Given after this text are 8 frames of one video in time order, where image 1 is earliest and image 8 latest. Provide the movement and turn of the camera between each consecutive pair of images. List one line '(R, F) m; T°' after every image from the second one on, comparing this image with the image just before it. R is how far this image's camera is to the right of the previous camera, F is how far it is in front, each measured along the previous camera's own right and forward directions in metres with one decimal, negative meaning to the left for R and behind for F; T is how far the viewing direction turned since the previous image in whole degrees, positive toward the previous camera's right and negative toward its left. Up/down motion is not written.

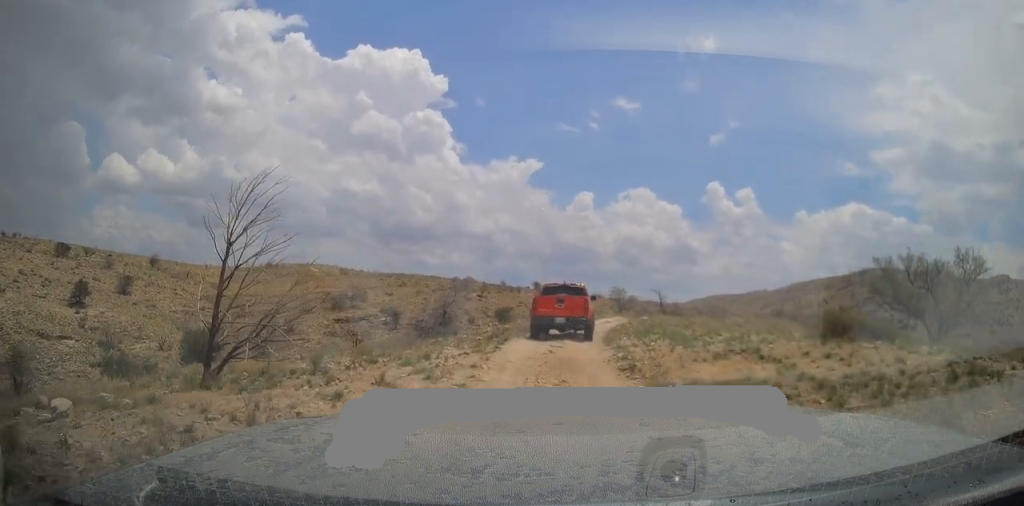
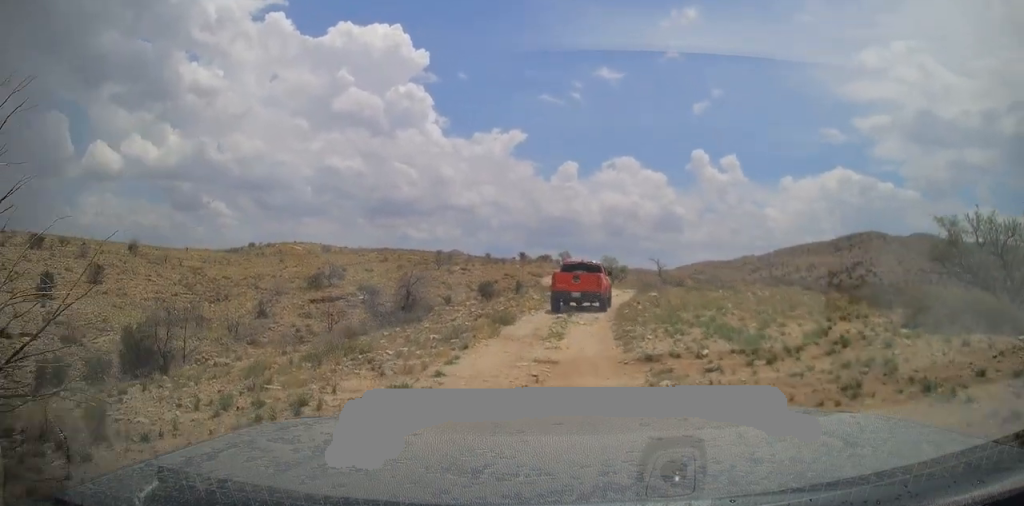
(-0.1, +6.3) m; 0°
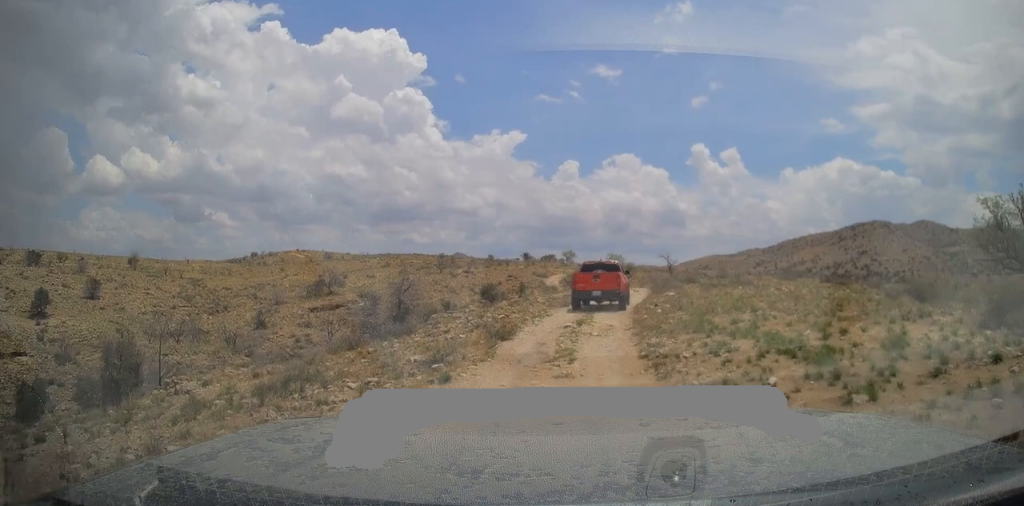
(0.0, +2.5) m; 0°
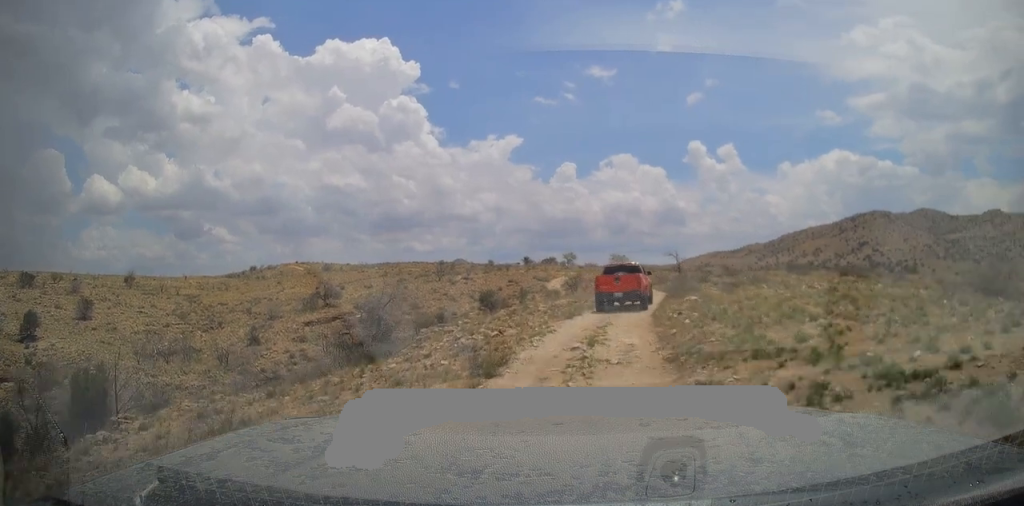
(-0.3, +3.3) m; +1°
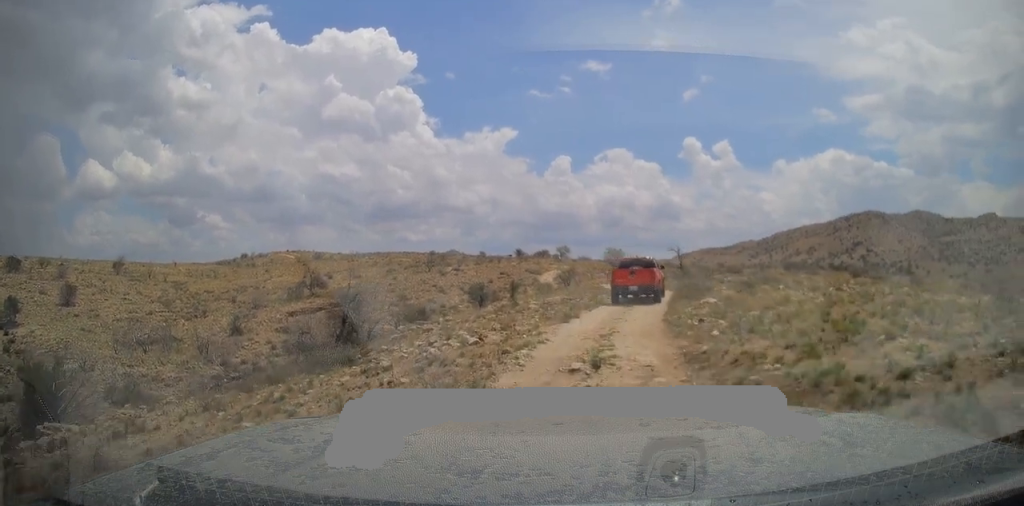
(+0.3, +3.0) m; +6°
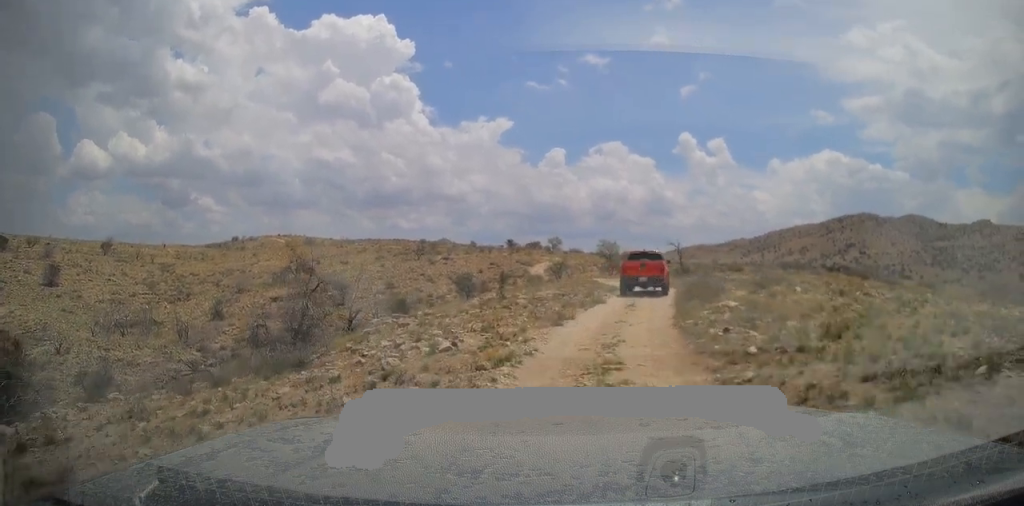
(+0.1, +2.6) m; +3°
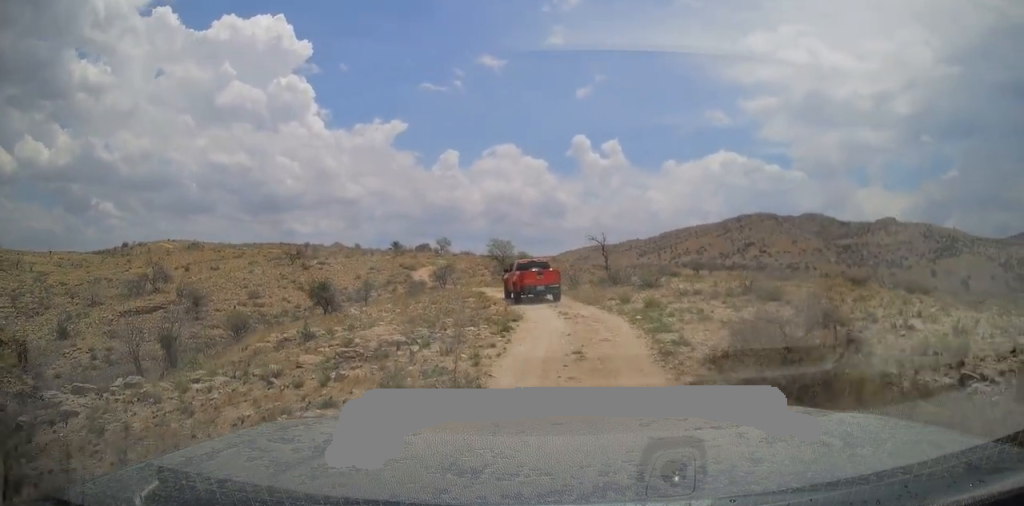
(+0.9, +13.3) m; +7°
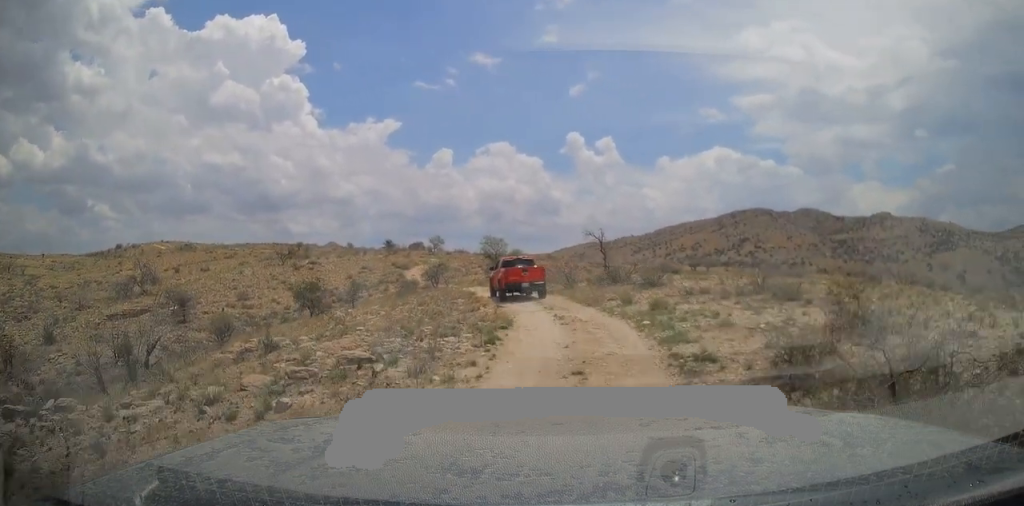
(0.0, +2.0) m; +1°
